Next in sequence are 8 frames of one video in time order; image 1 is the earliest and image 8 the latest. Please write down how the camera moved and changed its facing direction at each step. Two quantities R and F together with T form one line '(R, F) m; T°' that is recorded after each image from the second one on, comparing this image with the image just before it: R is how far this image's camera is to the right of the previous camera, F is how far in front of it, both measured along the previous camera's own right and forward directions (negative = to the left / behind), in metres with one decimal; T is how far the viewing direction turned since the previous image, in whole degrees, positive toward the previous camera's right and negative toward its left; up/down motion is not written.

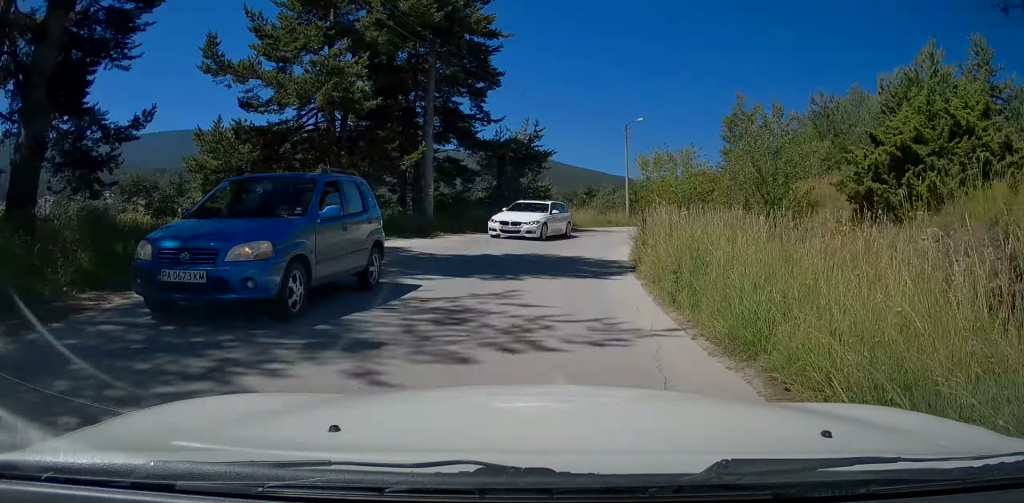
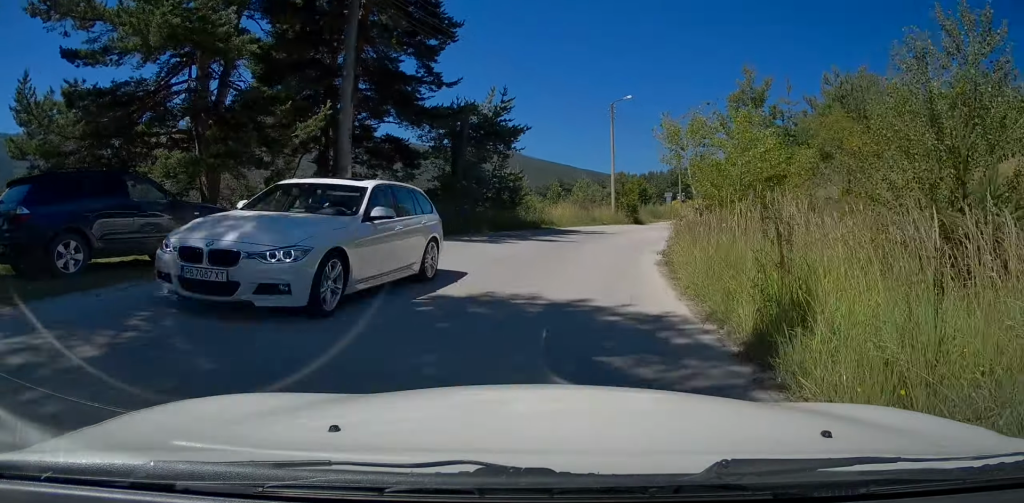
(+0.2, +7.6) m; +4°
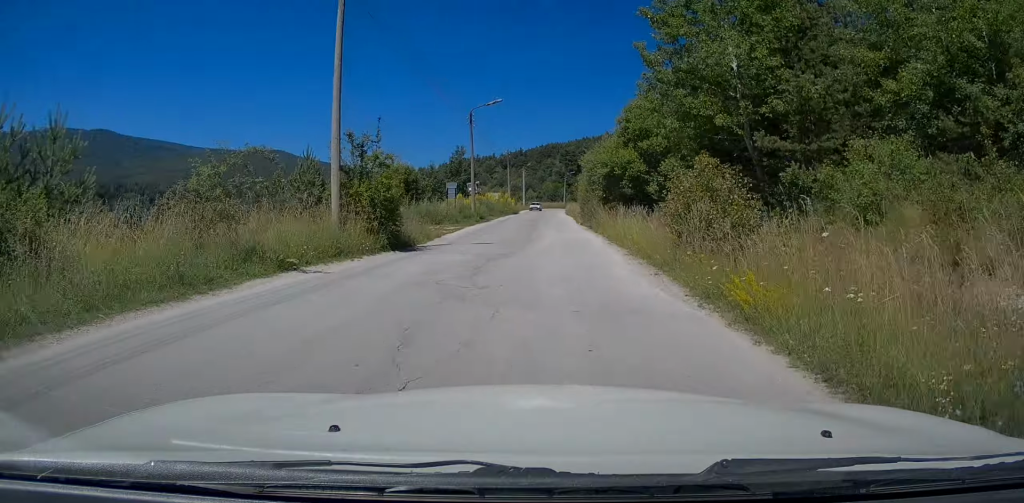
(+4.7, +23.4) m; +20°
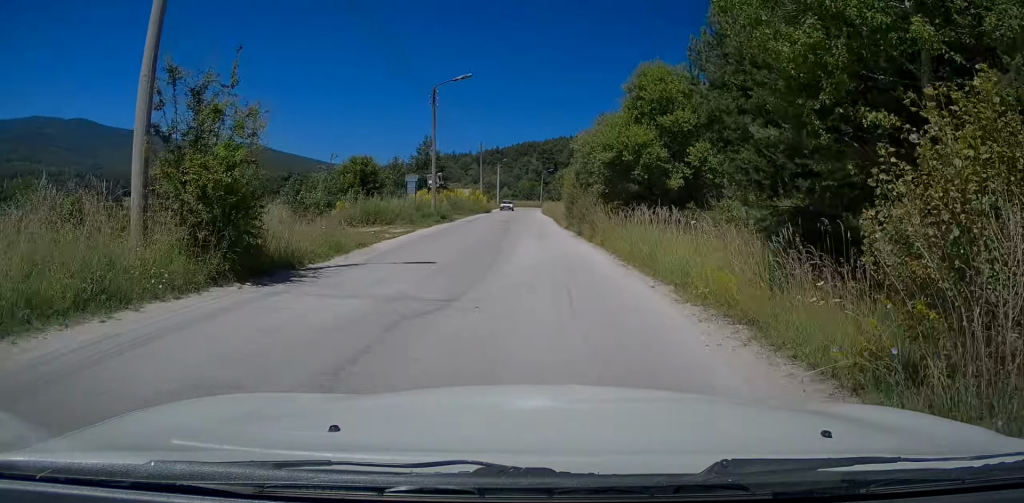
(+0.2, +7.4) m; +2°
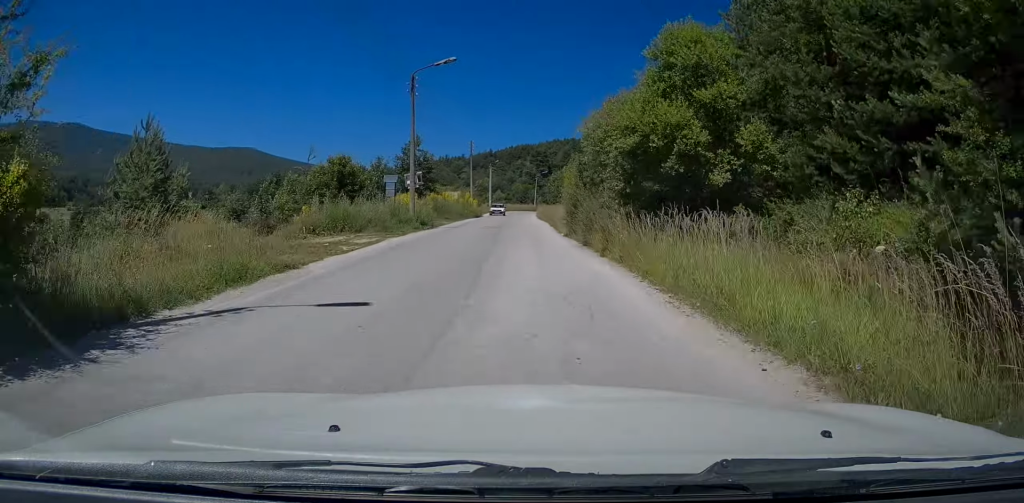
(+0.1, +4.6) m; +1°
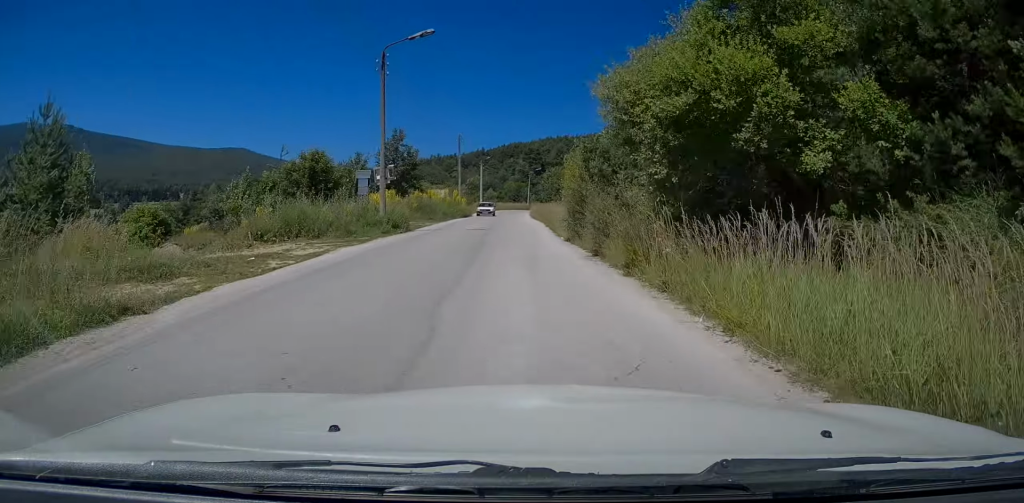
(0.0, +4.7) m; 0°
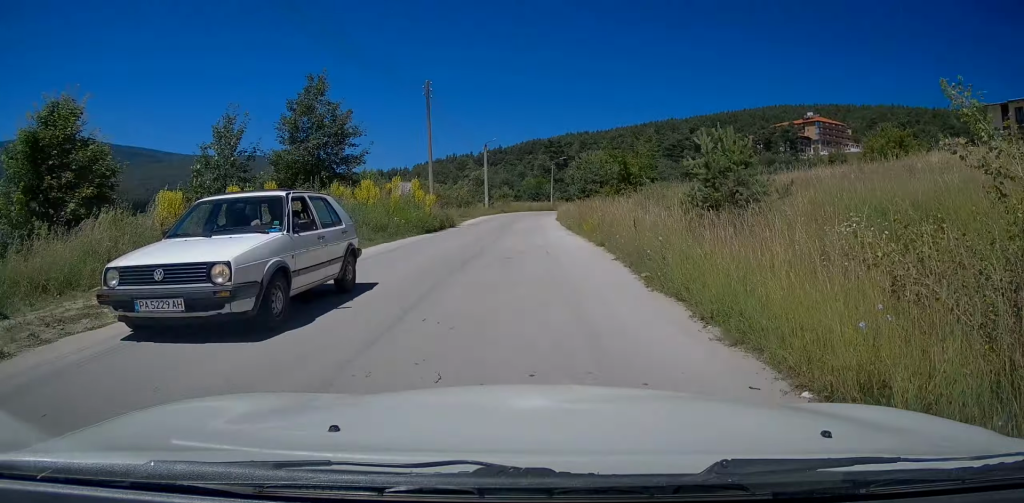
(-0.2, +27.0) m; -1°
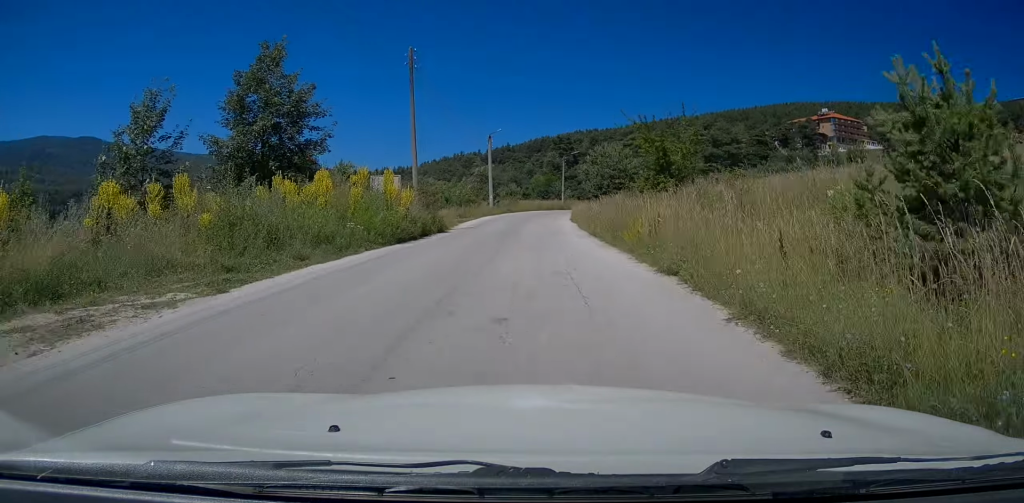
(+0.1, +7.2) m; -1°
